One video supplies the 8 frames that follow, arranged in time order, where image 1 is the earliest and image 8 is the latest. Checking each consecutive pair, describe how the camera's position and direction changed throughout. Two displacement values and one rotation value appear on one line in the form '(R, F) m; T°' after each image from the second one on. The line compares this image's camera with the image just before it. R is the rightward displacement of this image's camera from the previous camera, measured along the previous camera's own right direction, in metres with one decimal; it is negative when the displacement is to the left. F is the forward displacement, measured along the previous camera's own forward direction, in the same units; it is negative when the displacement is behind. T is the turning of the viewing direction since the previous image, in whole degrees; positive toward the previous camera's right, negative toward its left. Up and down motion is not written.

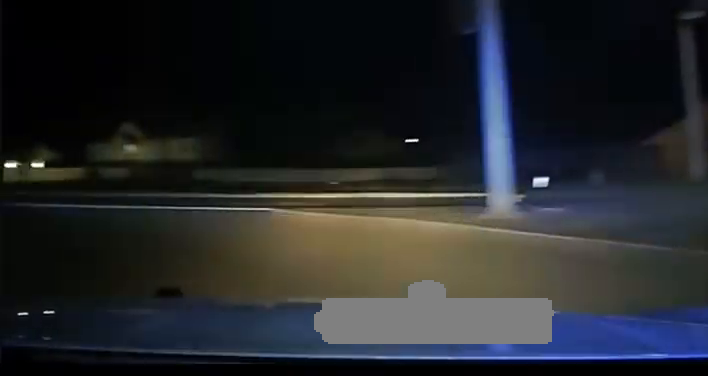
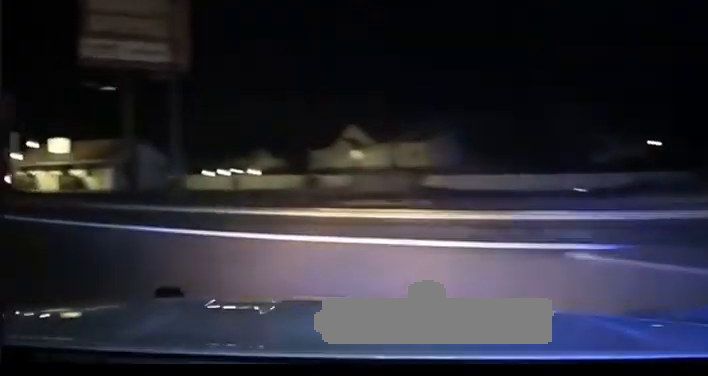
(-2.7, +9.4) m; -16°
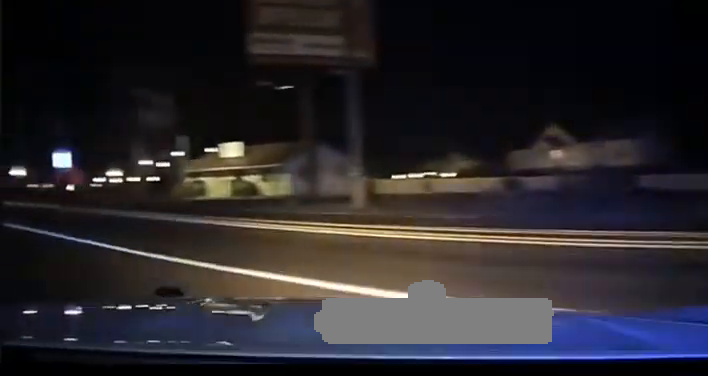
(-1.5, +8.0) m; -11°
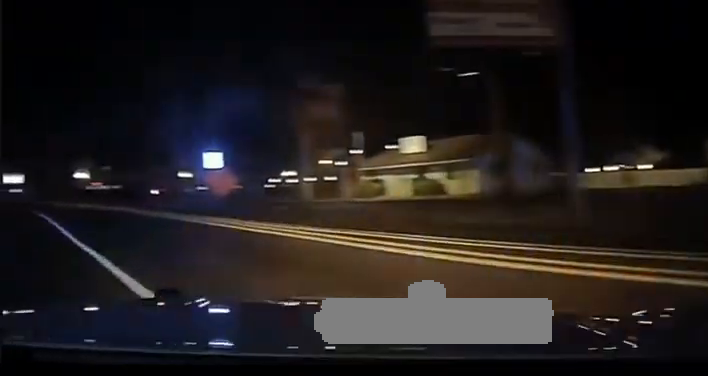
(+0.1, +7.0) m; -9°
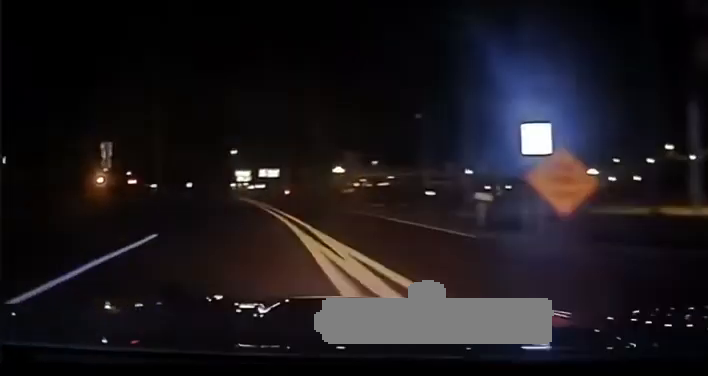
(-4.3, +17.3) m; -27°
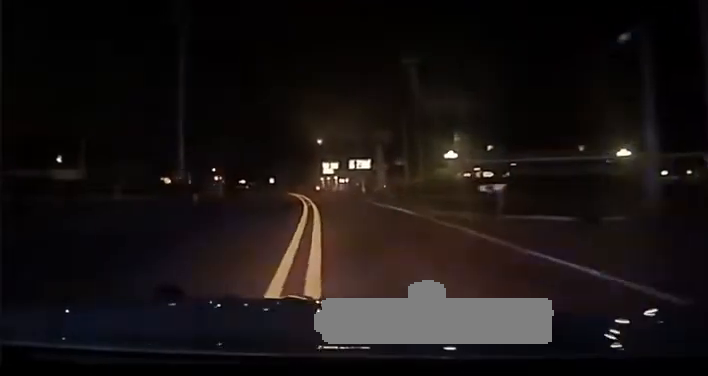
(-2.2, +19.3) m; -9°
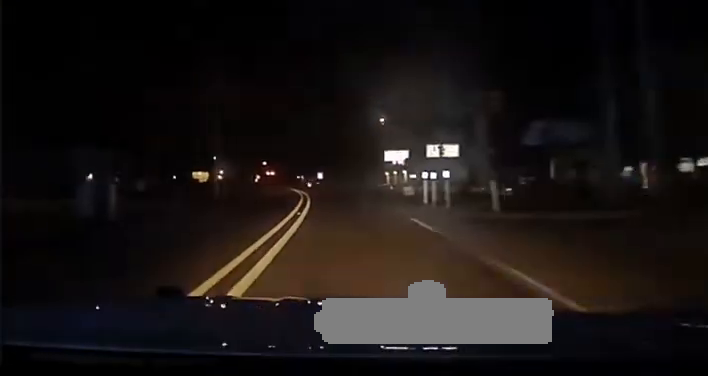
(-1.7, +37.8) m; -5°
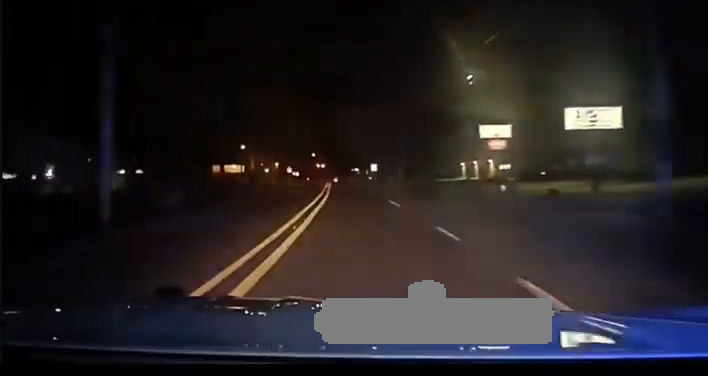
(-1.7, +40.3) m; -5°
